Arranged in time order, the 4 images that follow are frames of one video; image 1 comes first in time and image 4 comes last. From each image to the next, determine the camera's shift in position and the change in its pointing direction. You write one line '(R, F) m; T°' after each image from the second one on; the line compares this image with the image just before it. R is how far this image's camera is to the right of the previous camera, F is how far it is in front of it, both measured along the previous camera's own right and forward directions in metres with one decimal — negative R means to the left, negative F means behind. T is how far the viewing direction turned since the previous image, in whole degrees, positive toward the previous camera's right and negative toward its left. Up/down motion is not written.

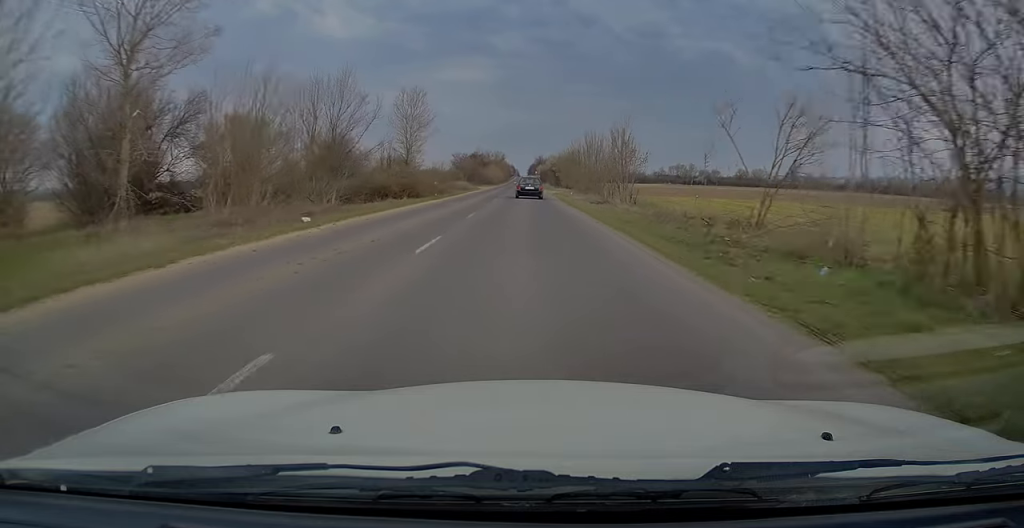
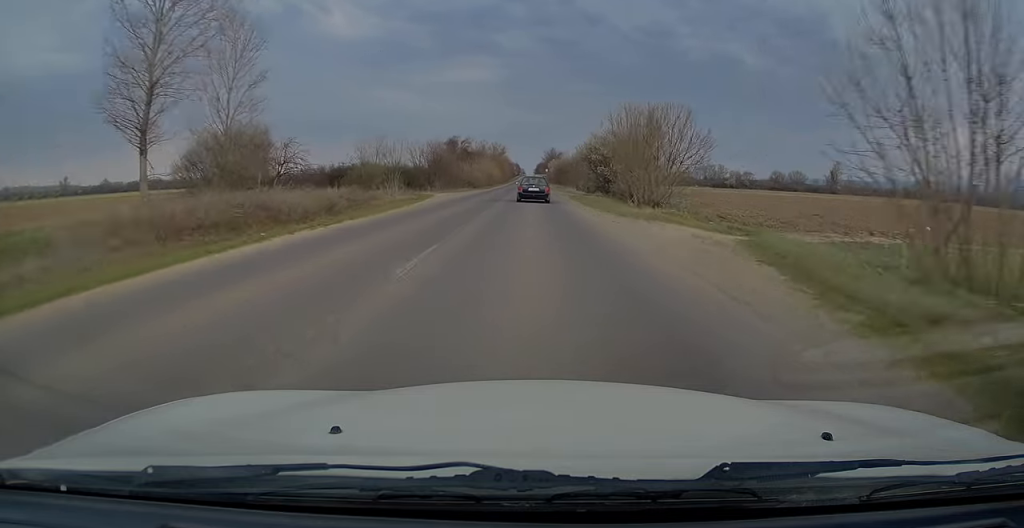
(-0.9, +57.2) m; -1°
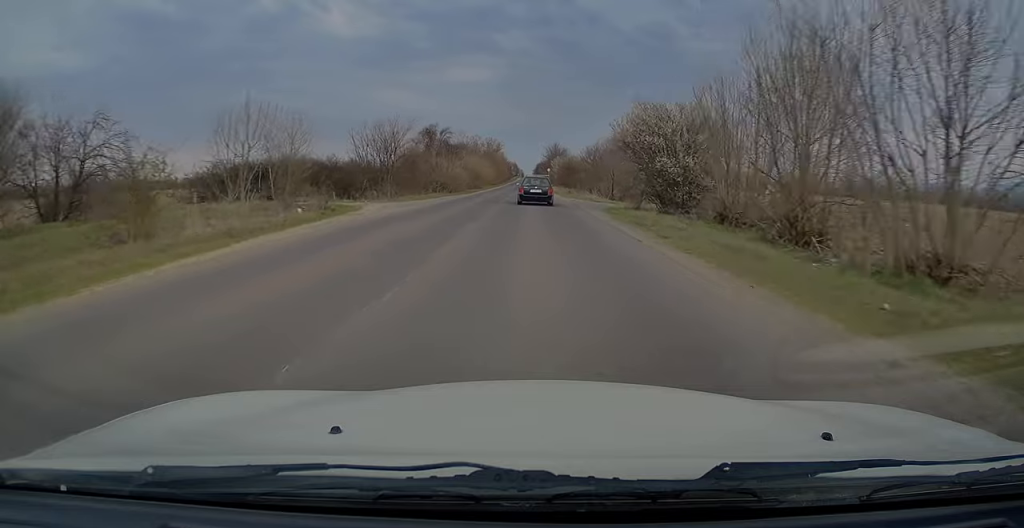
(0.0, +23.5) m; +1°
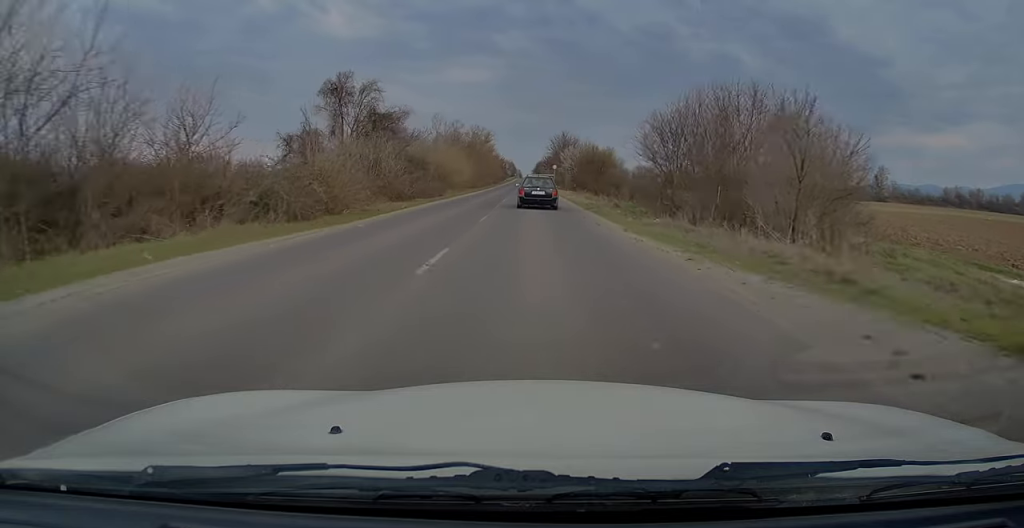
(+0.2, +37.9) m; -1°
